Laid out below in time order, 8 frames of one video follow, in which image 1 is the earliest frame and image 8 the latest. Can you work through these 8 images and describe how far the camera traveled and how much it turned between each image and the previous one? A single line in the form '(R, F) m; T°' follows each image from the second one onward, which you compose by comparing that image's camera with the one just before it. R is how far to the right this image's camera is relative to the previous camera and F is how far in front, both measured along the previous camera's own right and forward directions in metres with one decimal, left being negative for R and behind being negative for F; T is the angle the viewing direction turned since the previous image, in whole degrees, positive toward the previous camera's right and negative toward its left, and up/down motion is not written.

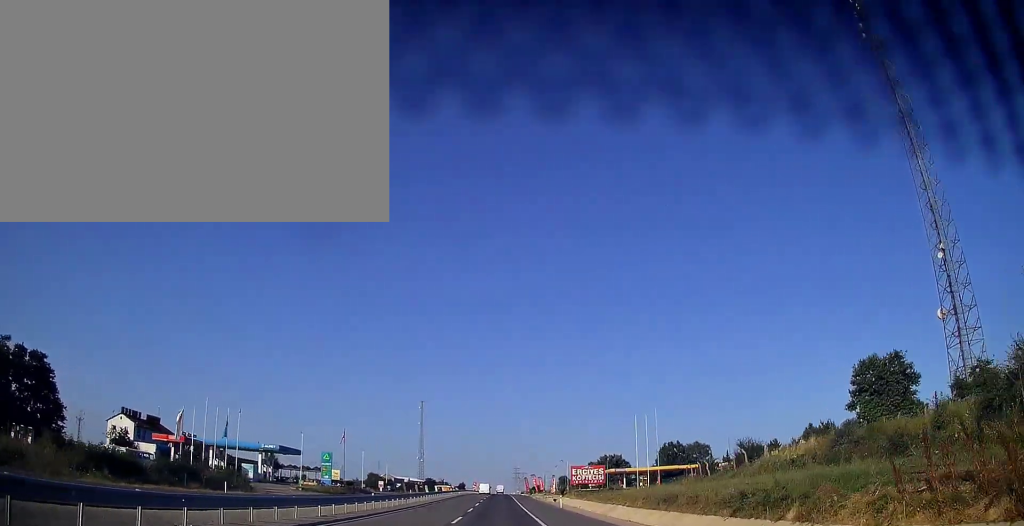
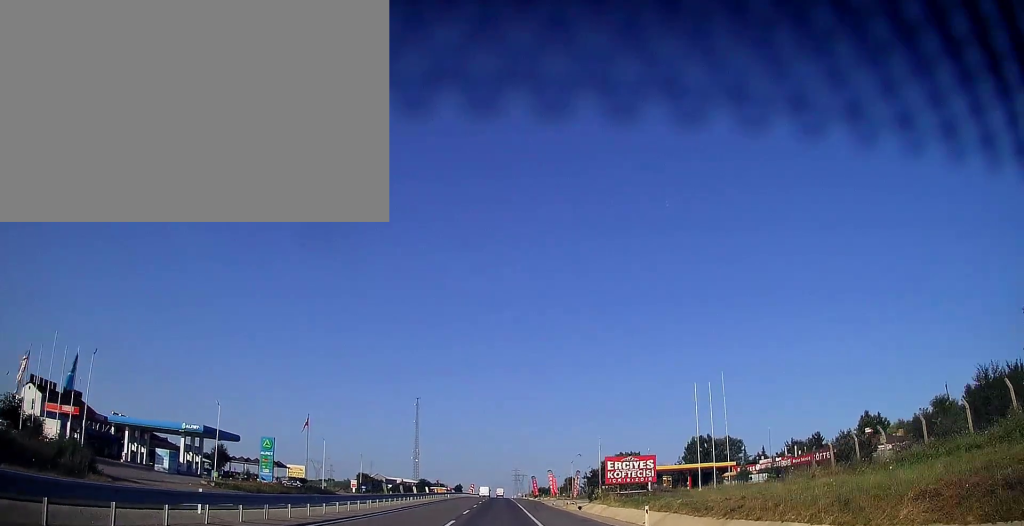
(0.0, +26.4) m; 0°
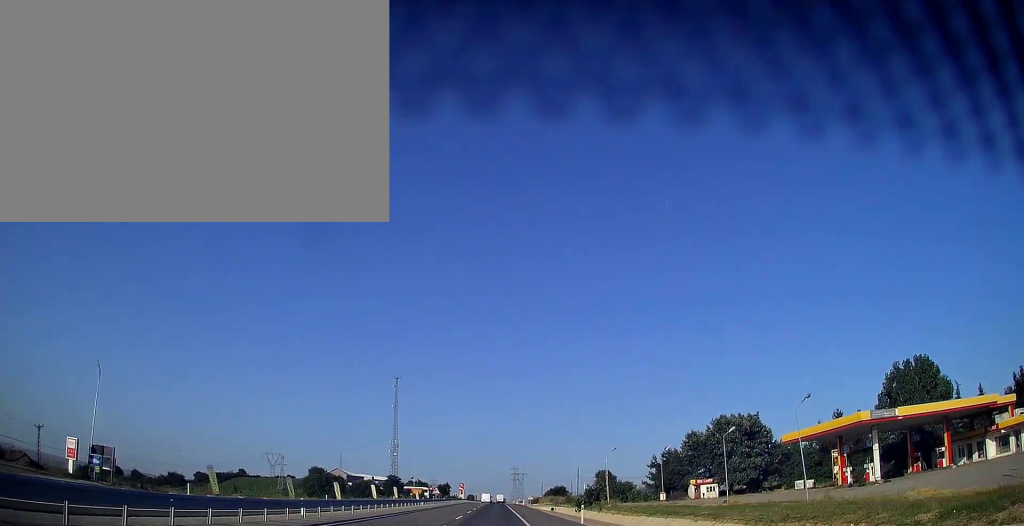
(+0.5, +85.9) m; 0°
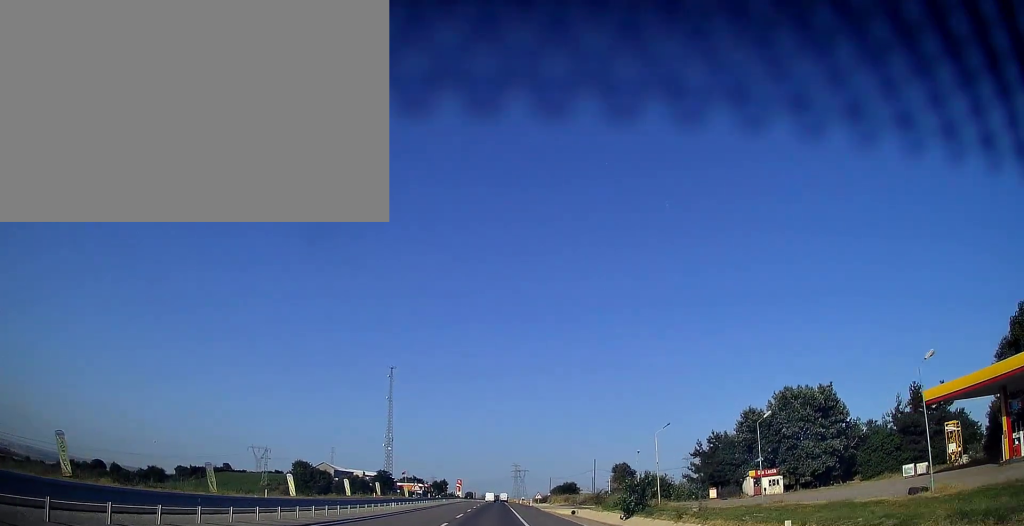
(-0.1, +22.5) m; 0°
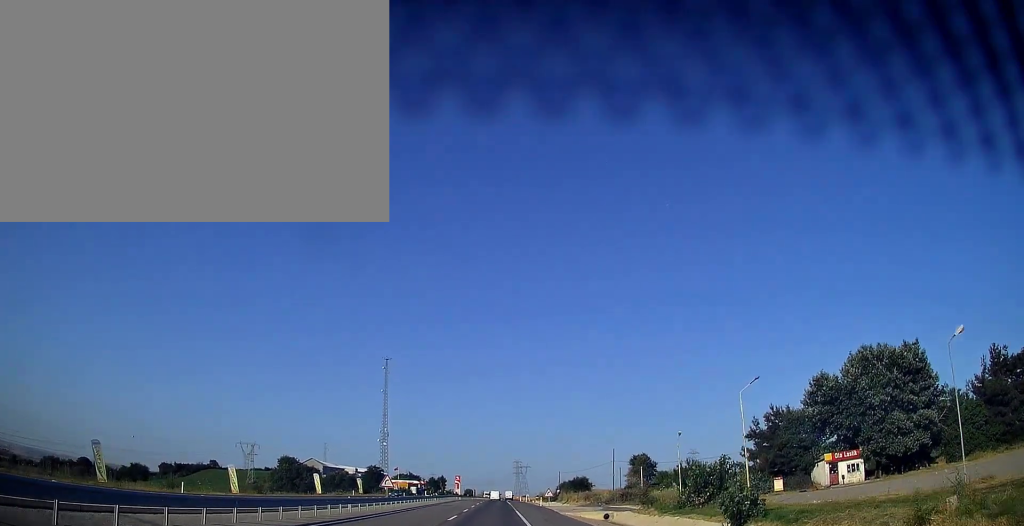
(0.0, +17.6) m; 0°
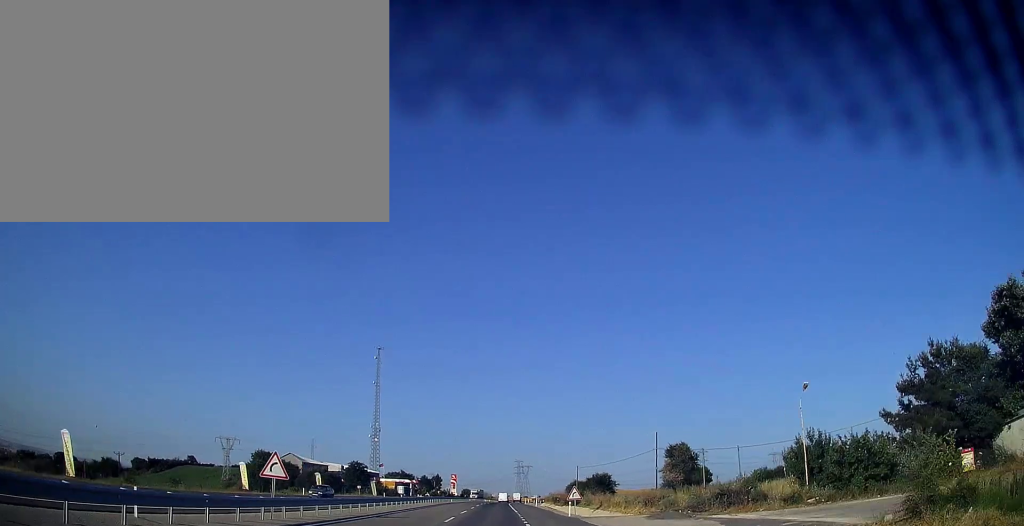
(0.0, +24.6) m; 0°
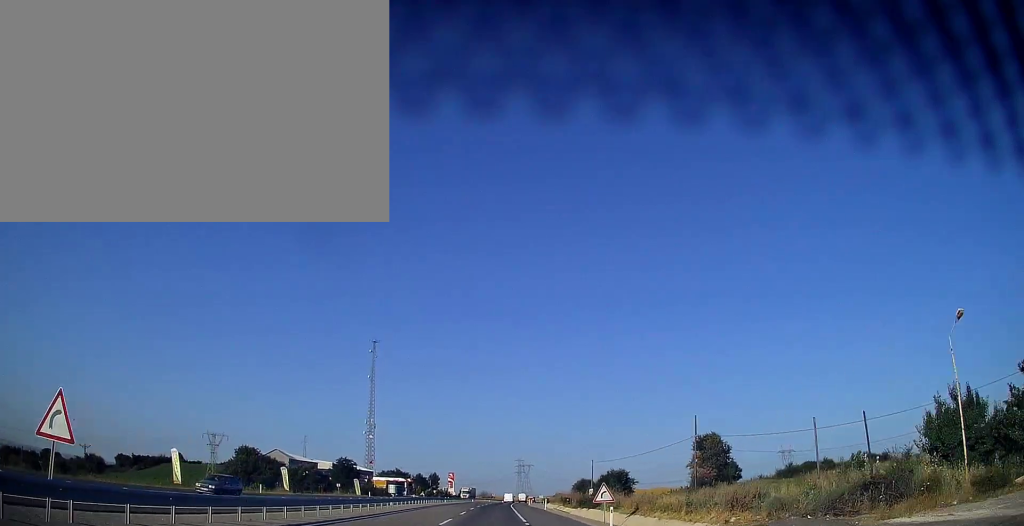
(0.0, +13.8) m; 0°
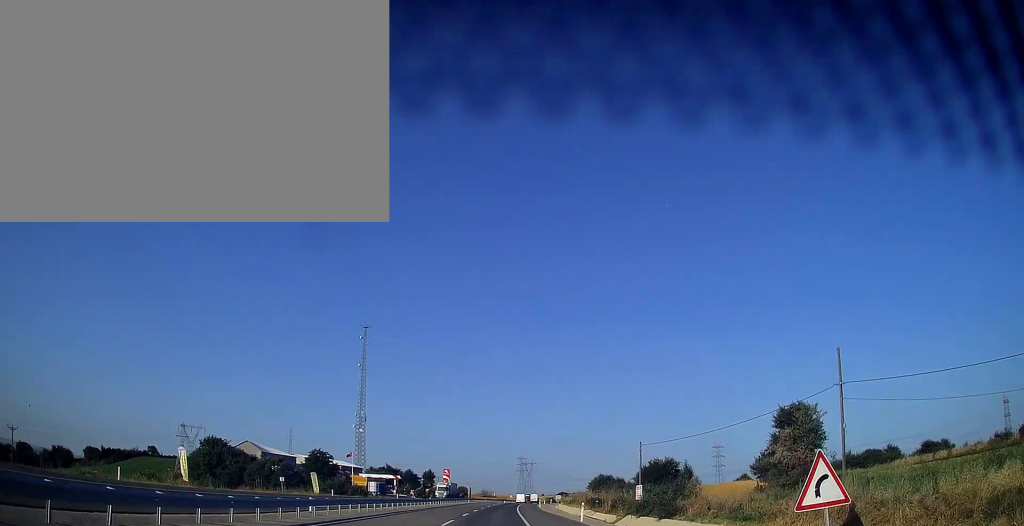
(-0.1, +24.7) m; 0°
